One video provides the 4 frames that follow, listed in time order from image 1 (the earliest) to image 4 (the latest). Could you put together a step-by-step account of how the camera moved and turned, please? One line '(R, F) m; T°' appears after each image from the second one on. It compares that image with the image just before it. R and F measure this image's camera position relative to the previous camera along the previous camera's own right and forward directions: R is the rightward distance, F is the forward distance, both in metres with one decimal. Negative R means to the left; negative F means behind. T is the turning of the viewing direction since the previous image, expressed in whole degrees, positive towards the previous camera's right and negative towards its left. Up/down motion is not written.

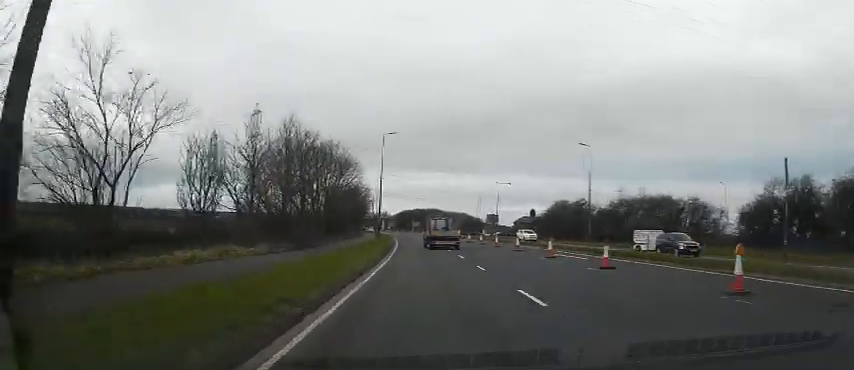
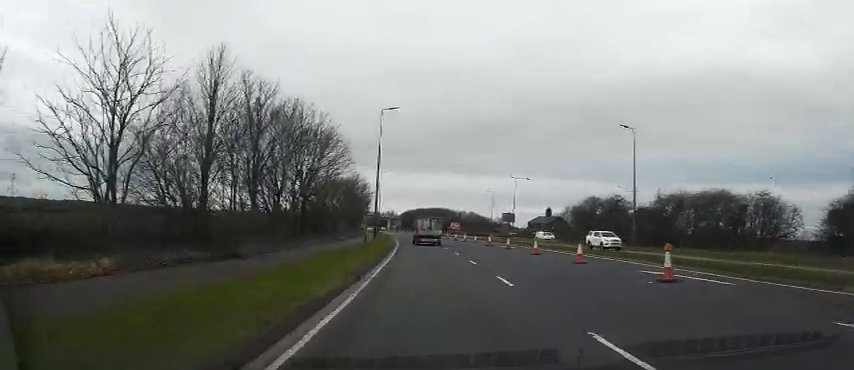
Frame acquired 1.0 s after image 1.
(-0.6, +12.0) m; -2°
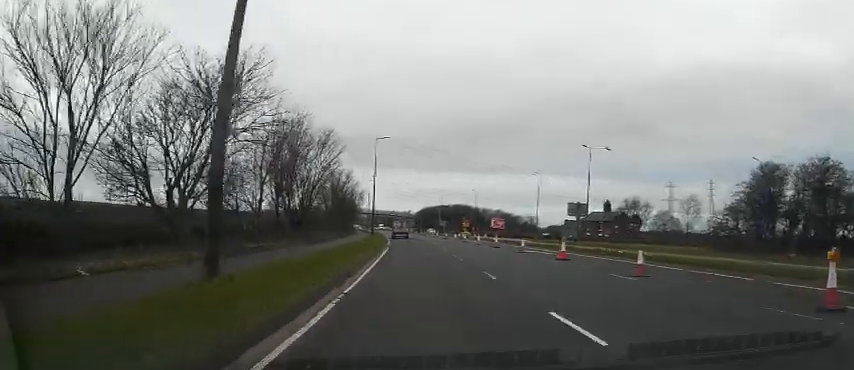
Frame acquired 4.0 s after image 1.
(+0.2, +38.0) m; -2°
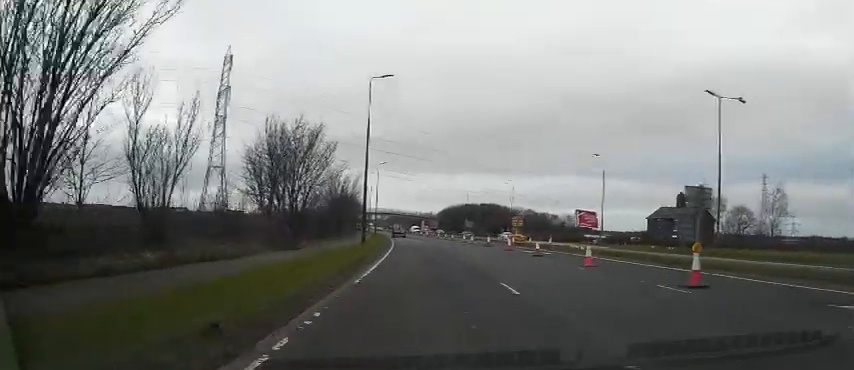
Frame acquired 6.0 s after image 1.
(-0.1, +26.4) m; -2°
